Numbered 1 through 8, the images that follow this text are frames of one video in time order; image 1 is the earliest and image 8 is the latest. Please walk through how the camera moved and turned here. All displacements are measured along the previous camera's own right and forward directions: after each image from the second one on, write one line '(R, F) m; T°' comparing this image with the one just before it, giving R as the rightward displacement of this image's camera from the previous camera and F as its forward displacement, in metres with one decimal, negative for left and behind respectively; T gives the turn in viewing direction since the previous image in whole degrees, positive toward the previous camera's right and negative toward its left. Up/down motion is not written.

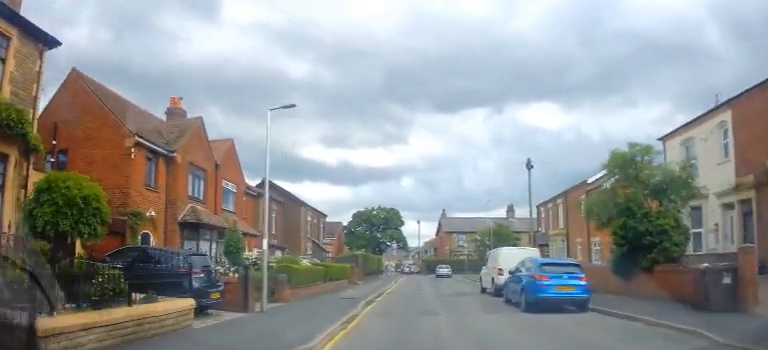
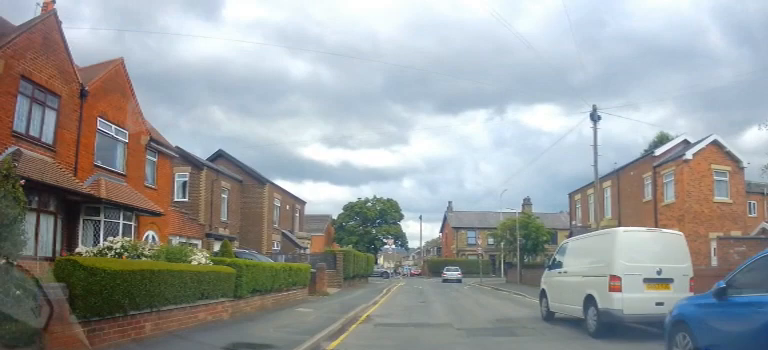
(-0.7, +10.3) m; -2°
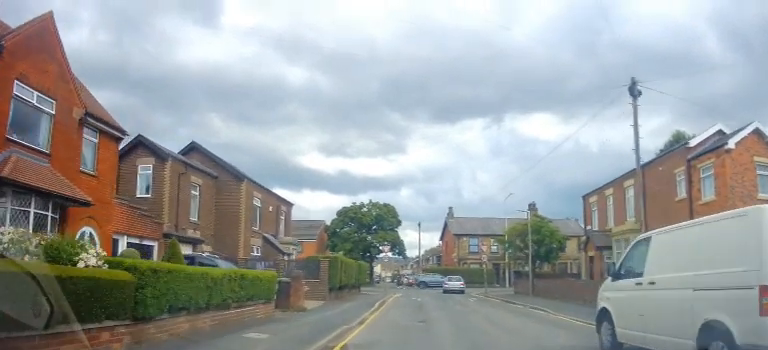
(+0.2, +3.8) m; +3°
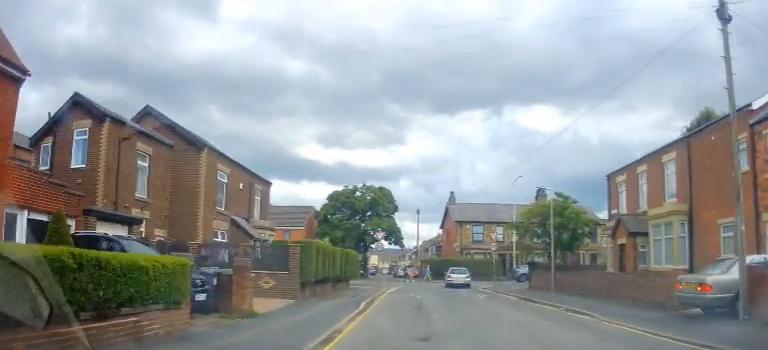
(+0.2, +5.0) m; 0°
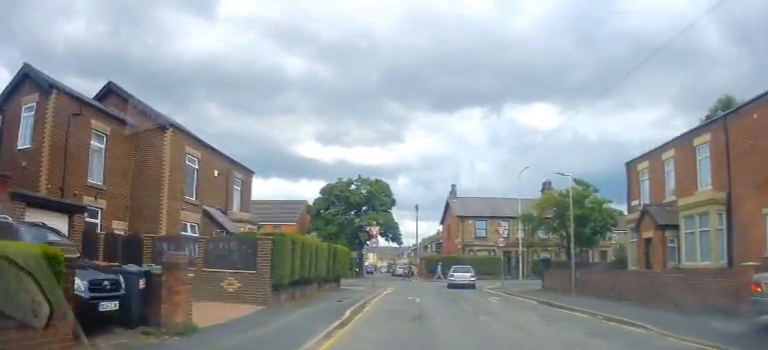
(+0.1, +3.4) m; -1°
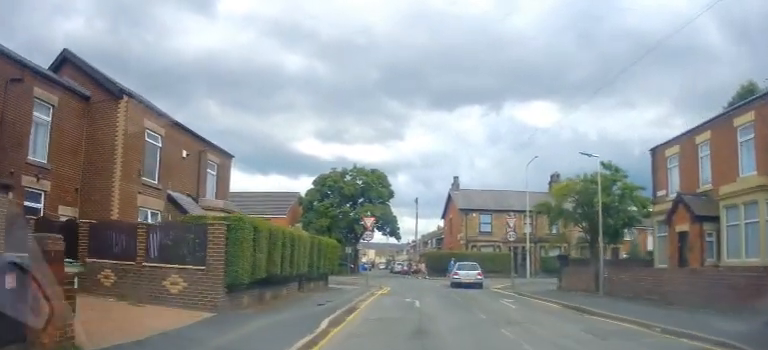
(-0.3, +3.4) m; +1°
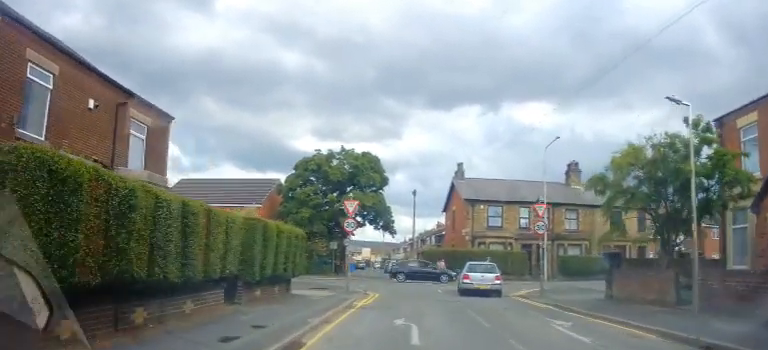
(+0.4, +6.6) m; -2°
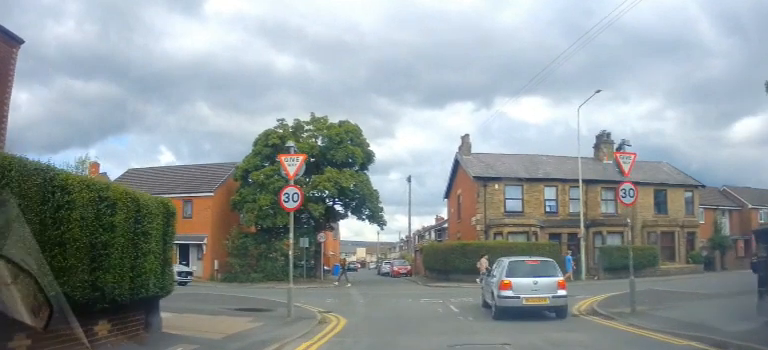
(-0.4, +8.9) m; +4°
